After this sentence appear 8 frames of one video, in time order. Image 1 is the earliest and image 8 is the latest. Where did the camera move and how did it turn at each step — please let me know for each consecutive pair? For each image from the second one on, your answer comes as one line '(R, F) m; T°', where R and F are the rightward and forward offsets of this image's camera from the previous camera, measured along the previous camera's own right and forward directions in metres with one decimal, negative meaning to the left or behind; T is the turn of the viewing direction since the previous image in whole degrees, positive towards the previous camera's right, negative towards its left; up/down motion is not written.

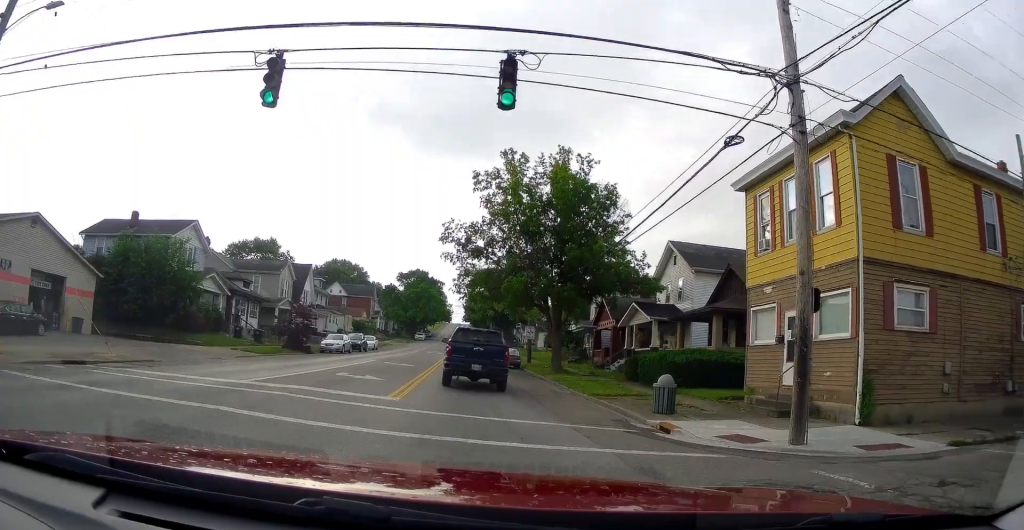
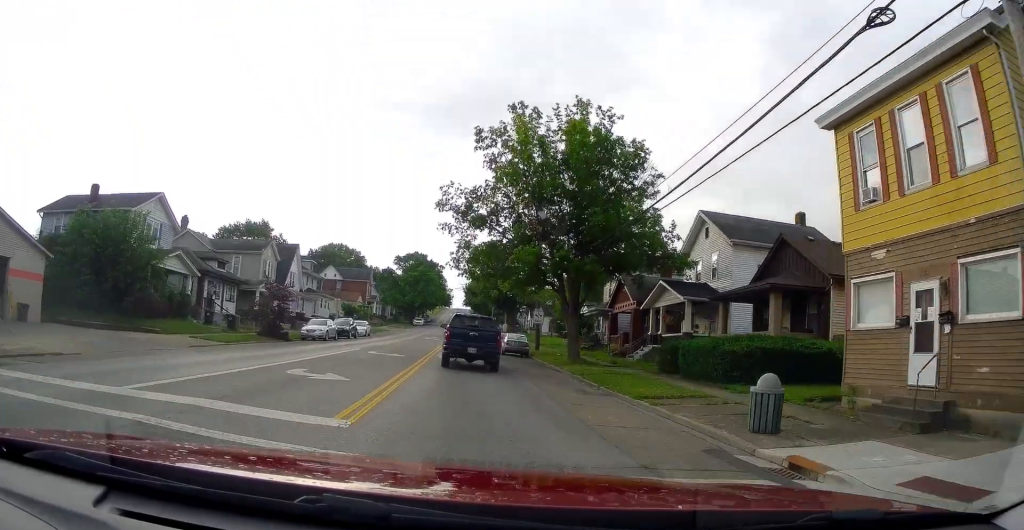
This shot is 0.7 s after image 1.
(0.0, +5.3) m; 0°
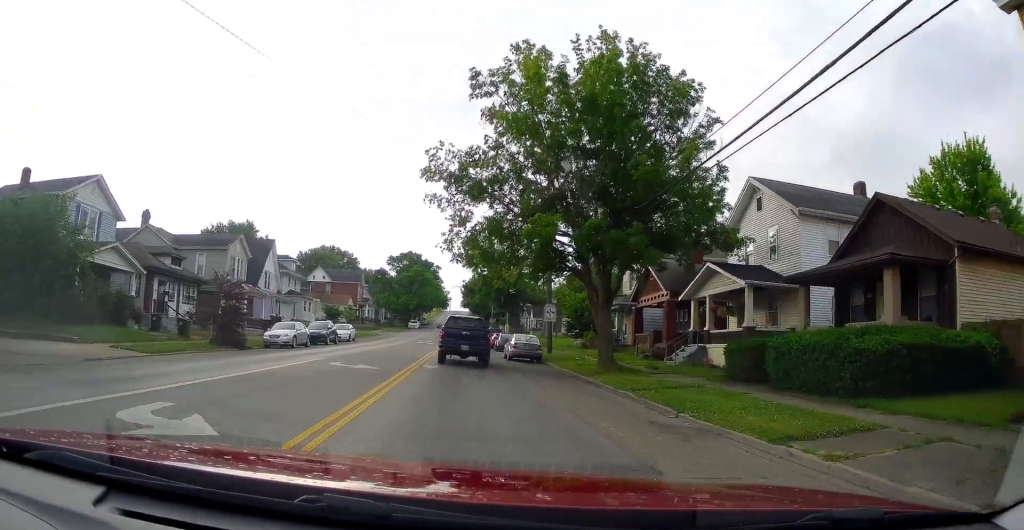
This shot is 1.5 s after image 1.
(0.0, +7.6) m; +3°
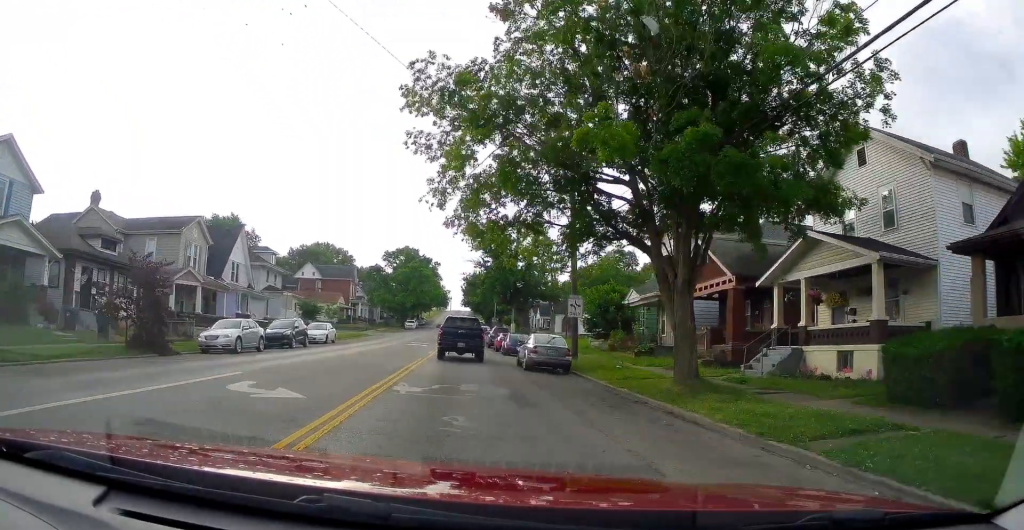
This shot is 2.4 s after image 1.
(+0.4, +8.9) m; 0°
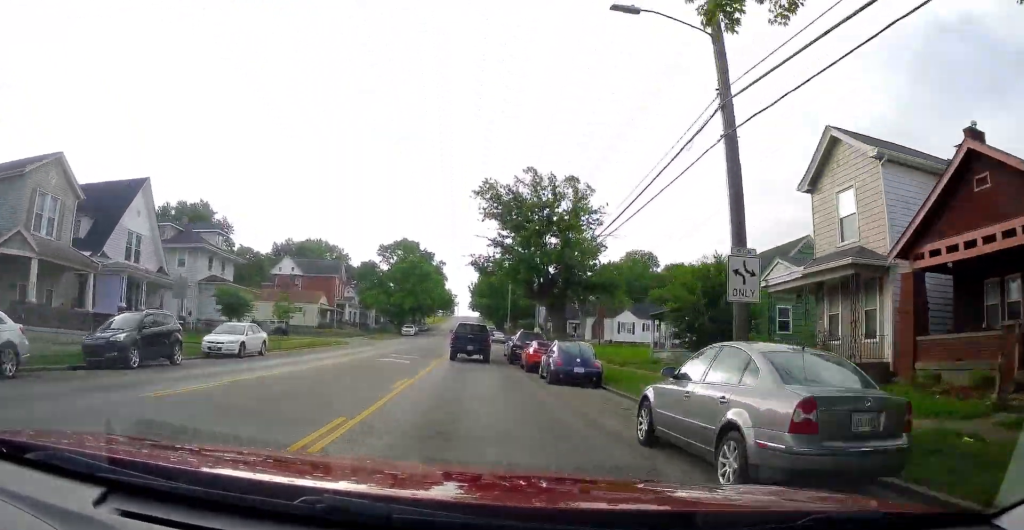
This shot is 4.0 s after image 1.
(-0.3, +18.1) m; 0°
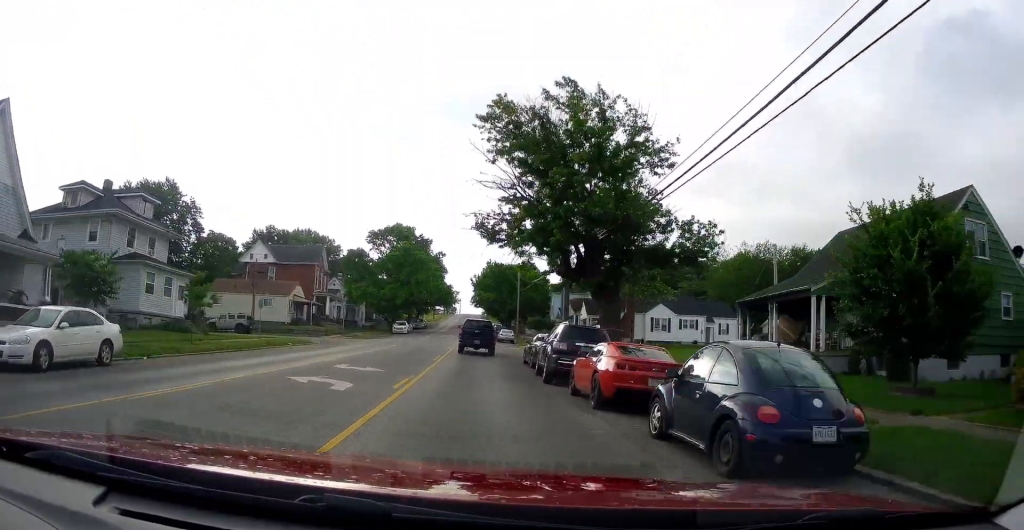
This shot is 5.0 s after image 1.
(+0.4, +13.7) m; +1°
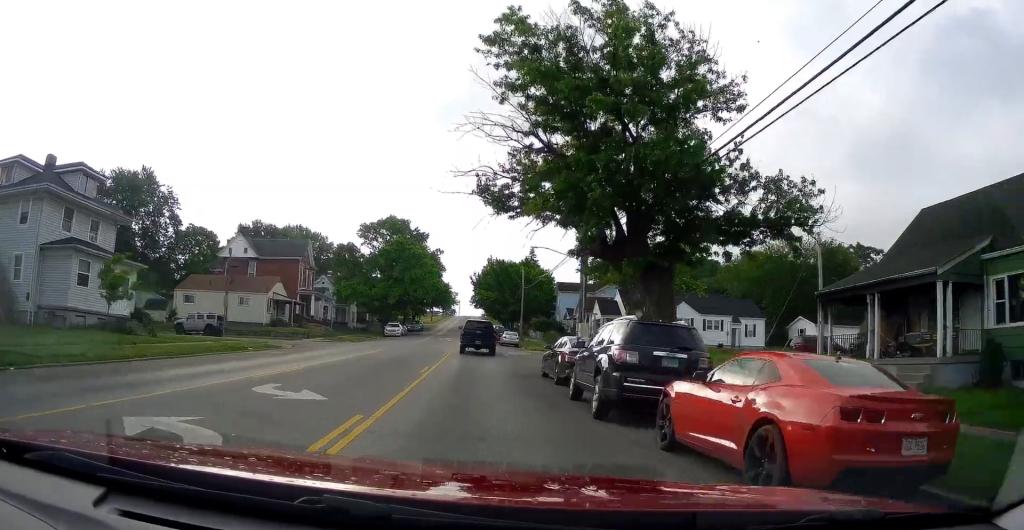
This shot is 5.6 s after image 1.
(+0.2, +7.1) m; -1°
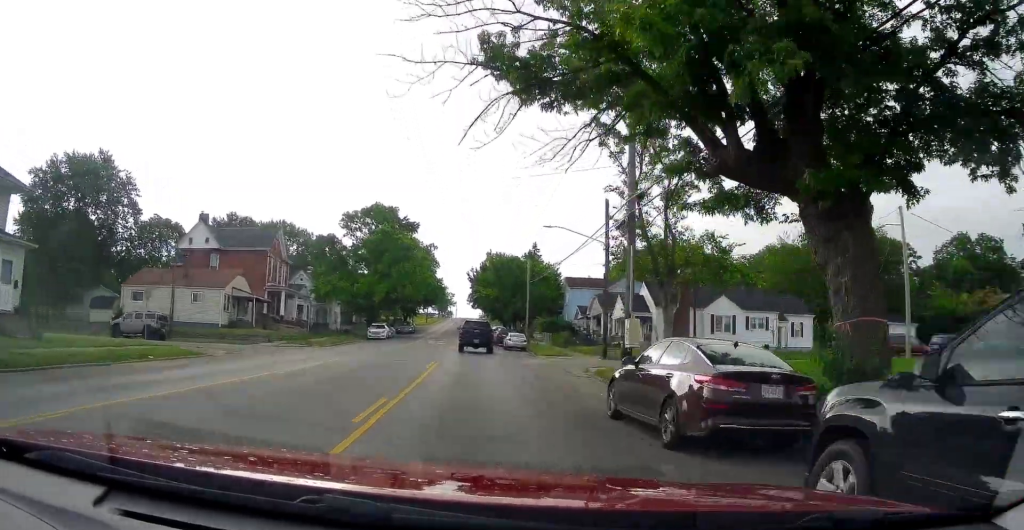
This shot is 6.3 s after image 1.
(-0.4, +10.6) m; 0°
